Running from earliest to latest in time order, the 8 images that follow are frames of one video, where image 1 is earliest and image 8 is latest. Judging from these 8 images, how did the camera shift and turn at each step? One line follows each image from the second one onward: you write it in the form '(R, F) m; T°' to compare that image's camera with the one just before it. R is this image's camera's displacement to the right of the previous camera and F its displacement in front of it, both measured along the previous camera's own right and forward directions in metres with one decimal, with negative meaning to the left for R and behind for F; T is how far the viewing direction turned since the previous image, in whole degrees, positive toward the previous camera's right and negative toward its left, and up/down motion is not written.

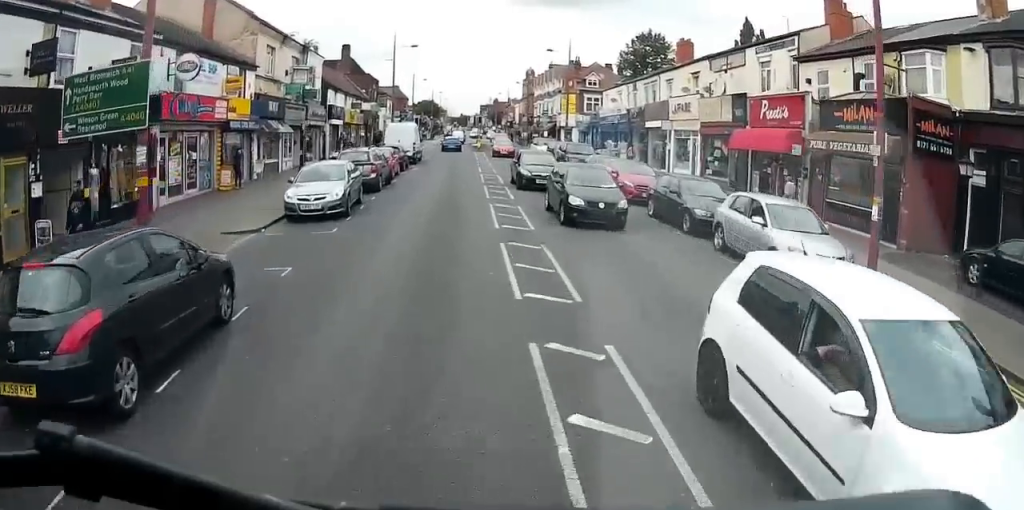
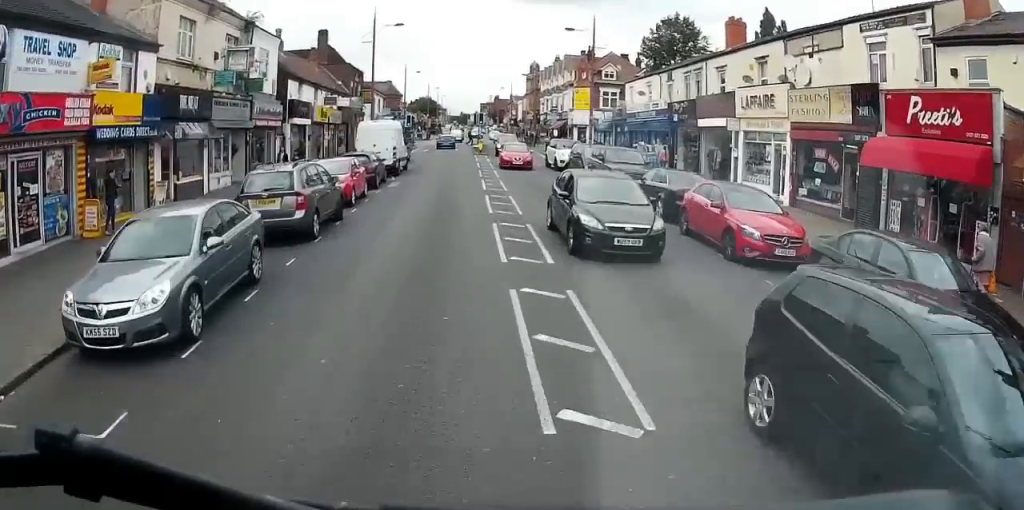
(0.0, +9.8) m; 0°
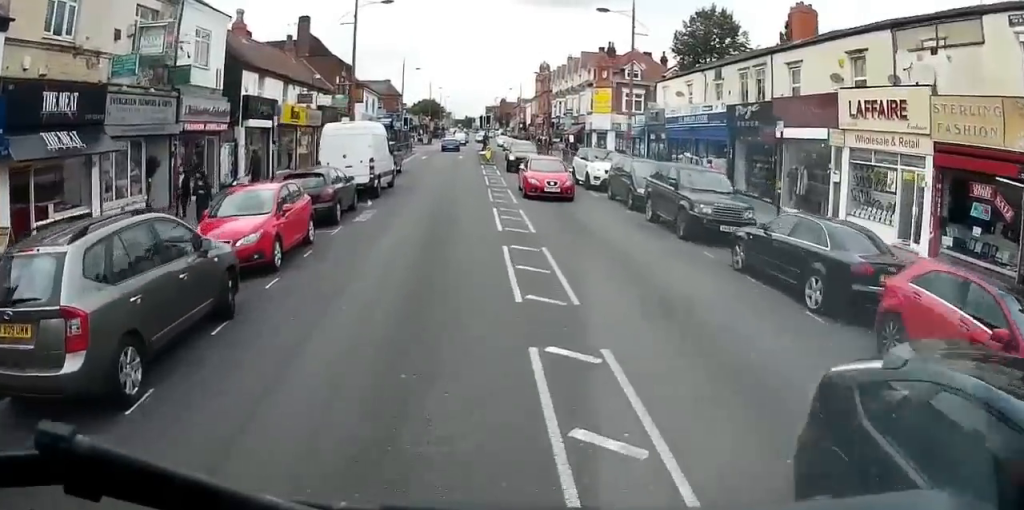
(0.0, +8.2) m; -1°
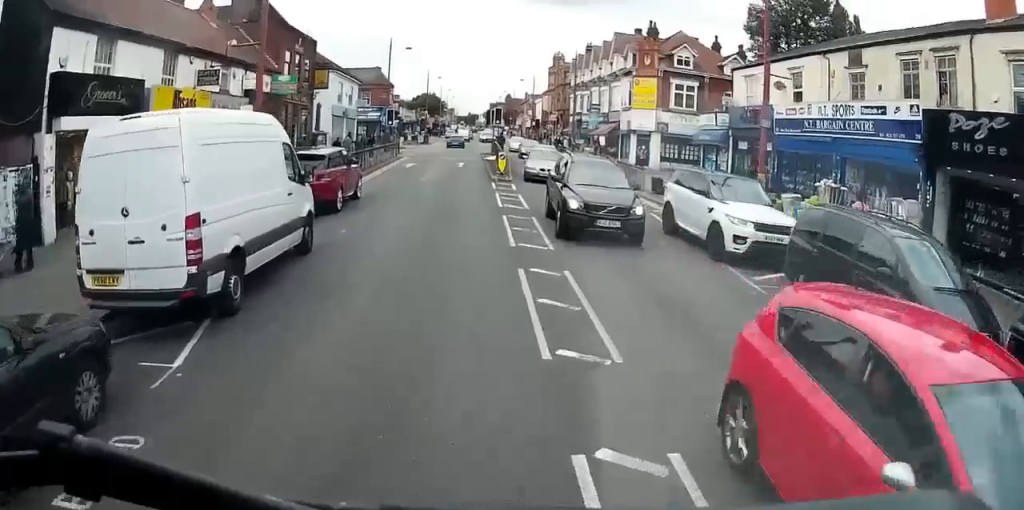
(-0.7, +13.3) m; -6°
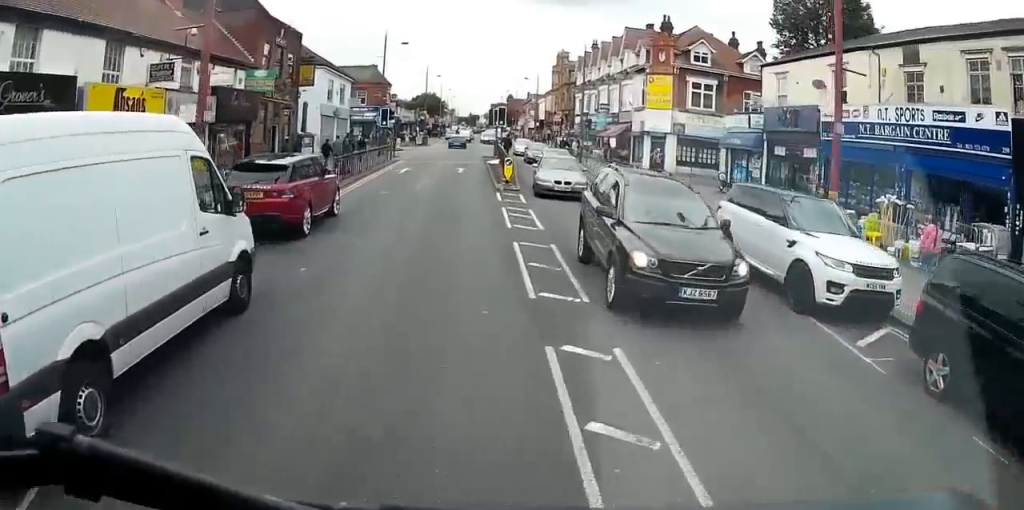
(0.0, +3.5) m; +1°
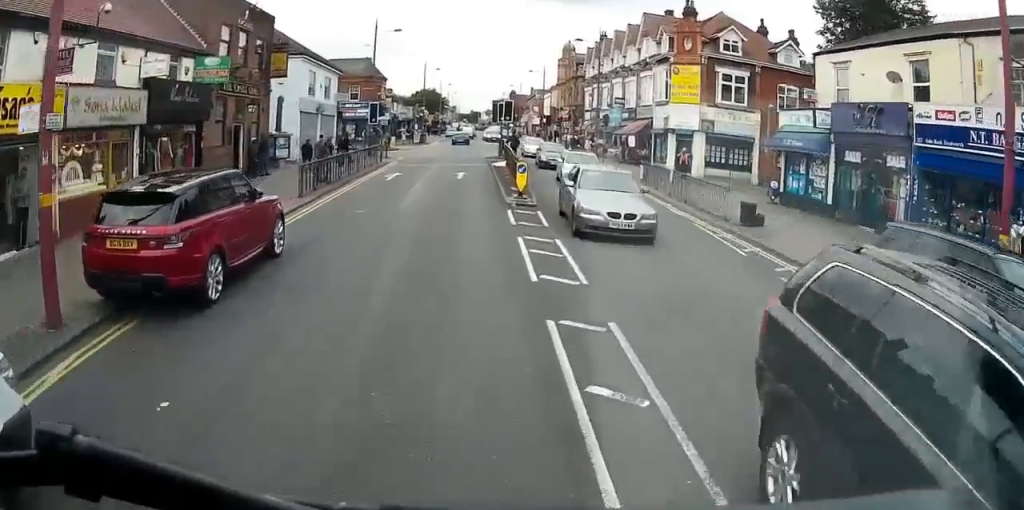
(-0.1, +5.1) m; +2°
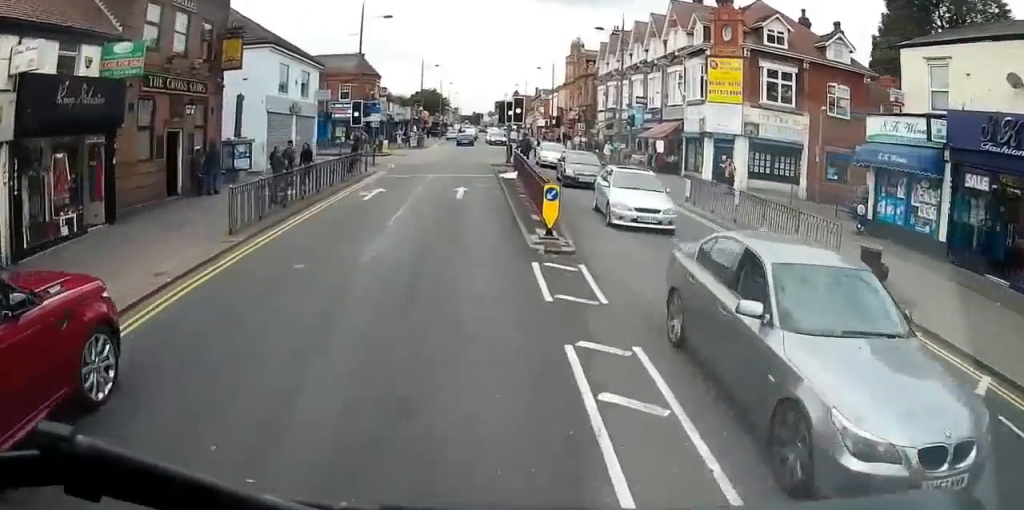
(+0.3, +6.1) m; +2°
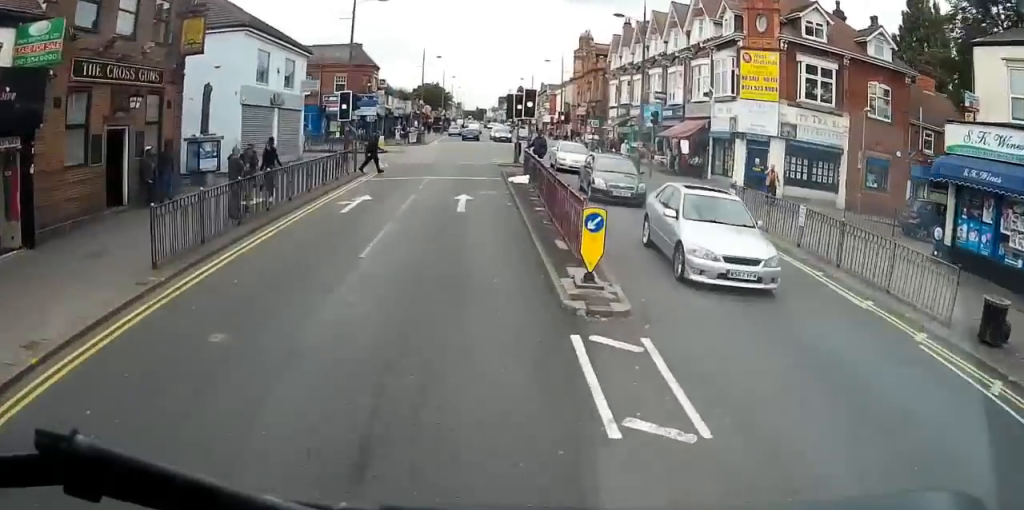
(0.0, +3.8) m; +1°
